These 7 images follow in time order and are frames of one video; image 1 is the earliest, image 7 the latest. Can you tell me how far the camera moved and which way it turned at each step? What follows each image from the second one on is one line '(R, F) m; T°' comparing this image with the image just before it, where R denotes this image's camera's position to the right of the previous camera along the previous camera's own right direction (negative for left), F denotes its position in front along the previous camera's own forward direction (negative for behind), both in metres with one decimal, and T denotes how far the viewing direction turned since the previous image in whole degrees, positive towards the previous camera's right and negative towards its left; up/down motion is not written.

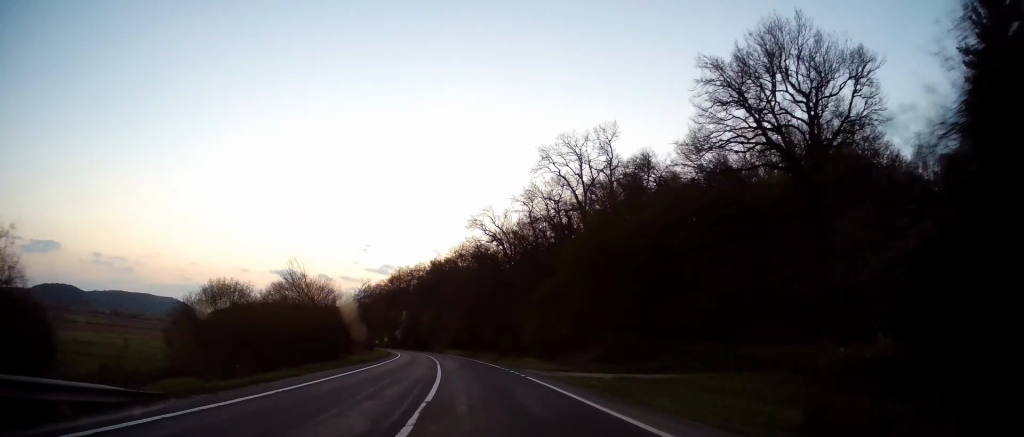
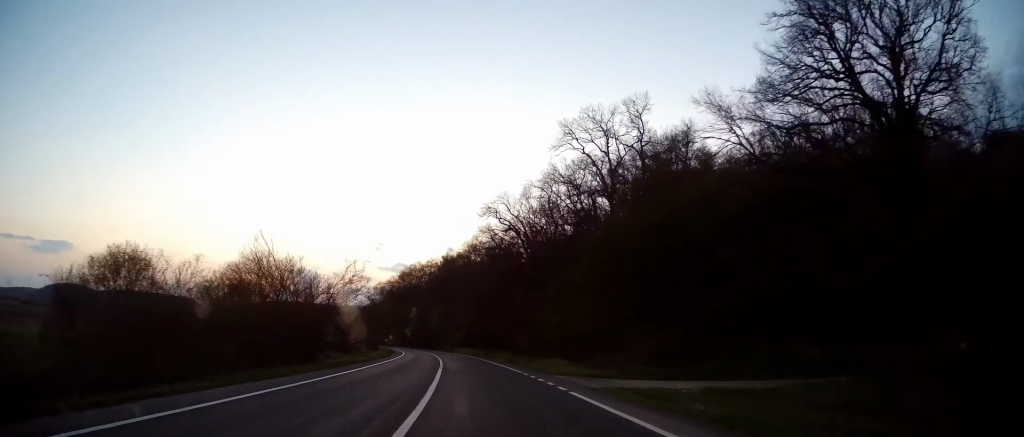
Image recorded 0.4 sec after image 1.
(-0.2, +8.5) m; -2°
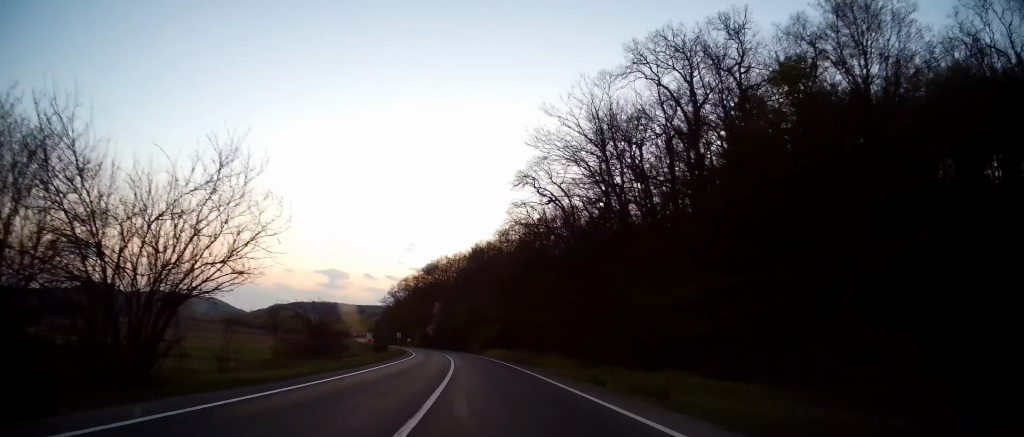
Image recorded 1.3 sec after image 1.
(-0.7, +19.1) m; -3°
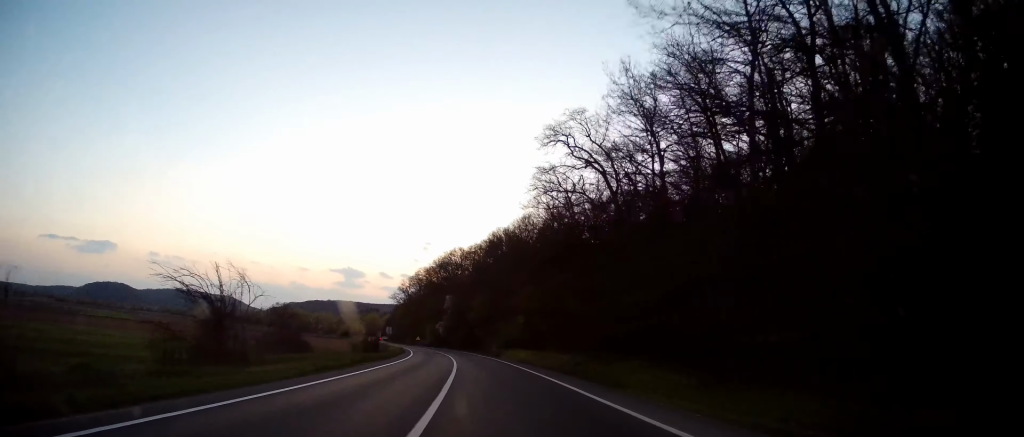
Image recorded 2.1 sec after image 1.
(-0.6, +16.3) m; -1°
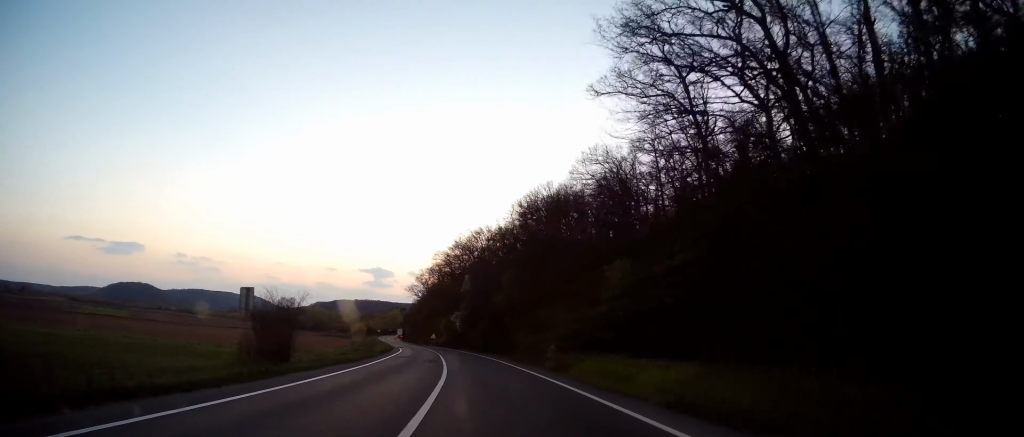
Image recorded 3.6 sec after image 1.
(0.0, +32.2) m; -3°
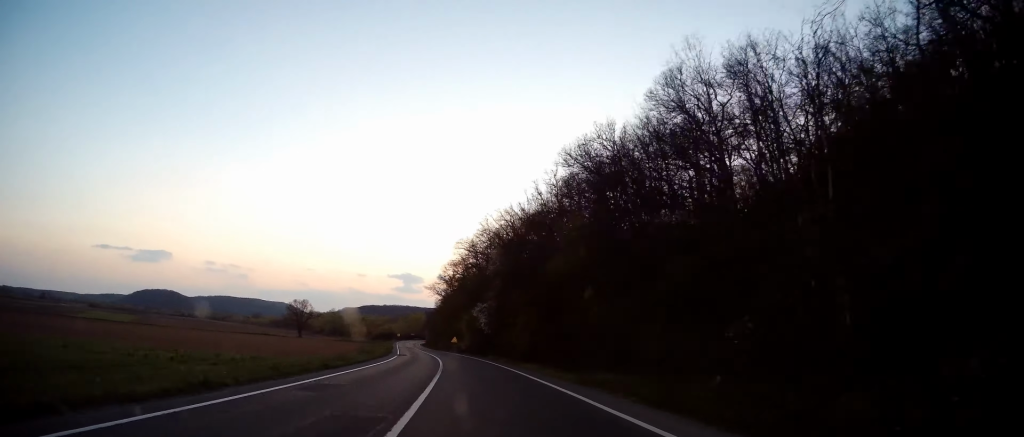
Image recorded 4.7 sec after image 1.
(-1.1, +23.8) m; -4°
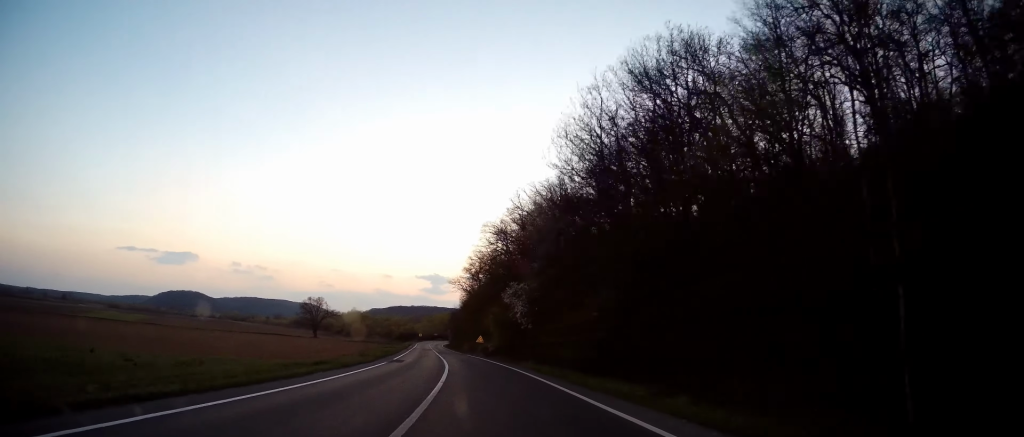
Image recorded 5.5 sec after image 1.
(-0.3, +18.1) m; -2°
